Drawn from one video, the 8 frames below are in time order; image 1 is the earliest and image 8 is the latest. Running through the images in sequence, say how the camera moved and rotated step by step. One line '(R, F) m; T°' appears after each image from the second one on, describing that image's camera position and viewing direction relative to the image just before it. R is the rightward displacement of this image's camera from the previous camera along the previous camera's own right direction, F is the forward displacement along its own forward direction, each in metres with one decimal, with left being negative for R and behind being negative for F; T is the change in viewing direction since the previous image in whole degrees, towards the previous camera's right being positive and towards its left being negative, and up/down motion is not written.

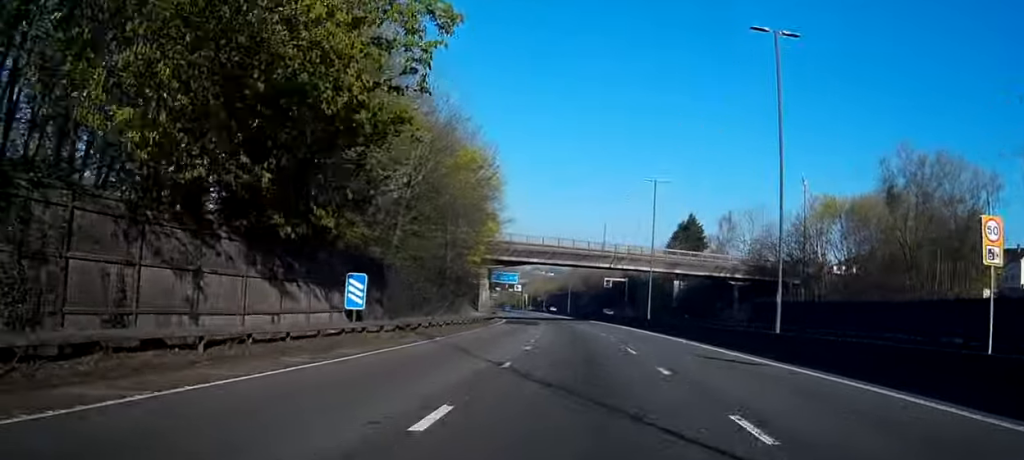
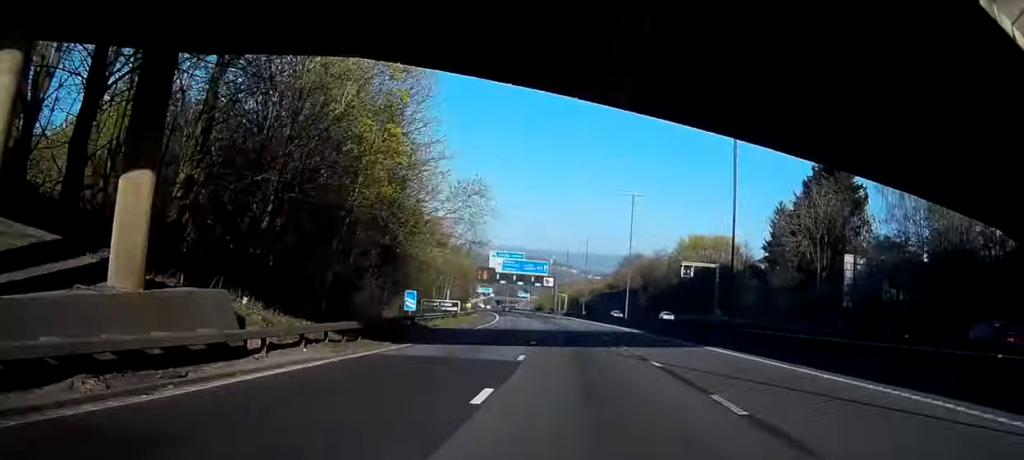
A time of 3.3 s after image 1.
(-2.6, +66.3) m; -4°
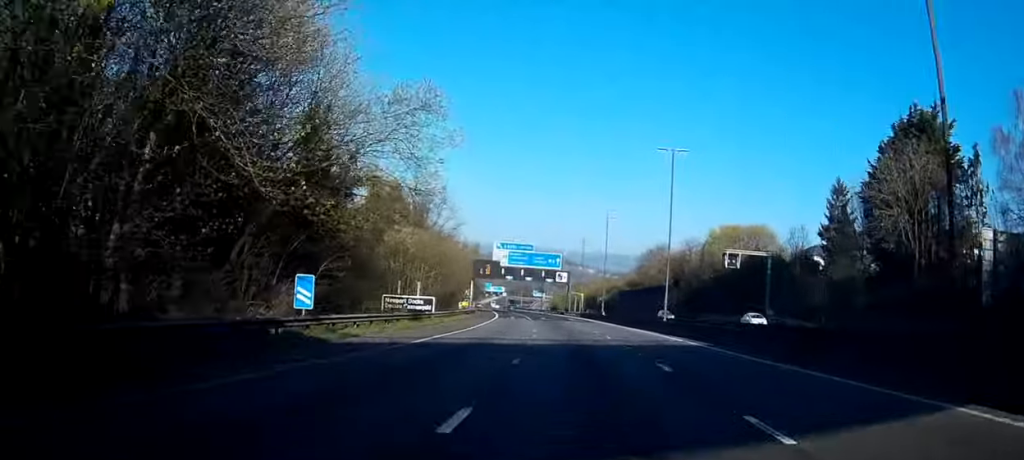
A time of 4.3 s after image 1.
(-0.3, +21.5) m; -1°
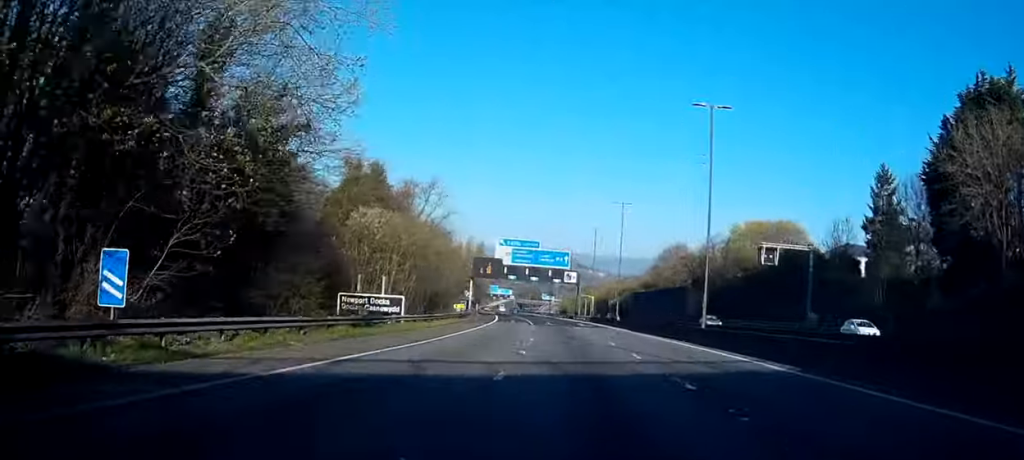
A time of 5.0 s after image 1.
(+0.1, +13.0) m; -1°
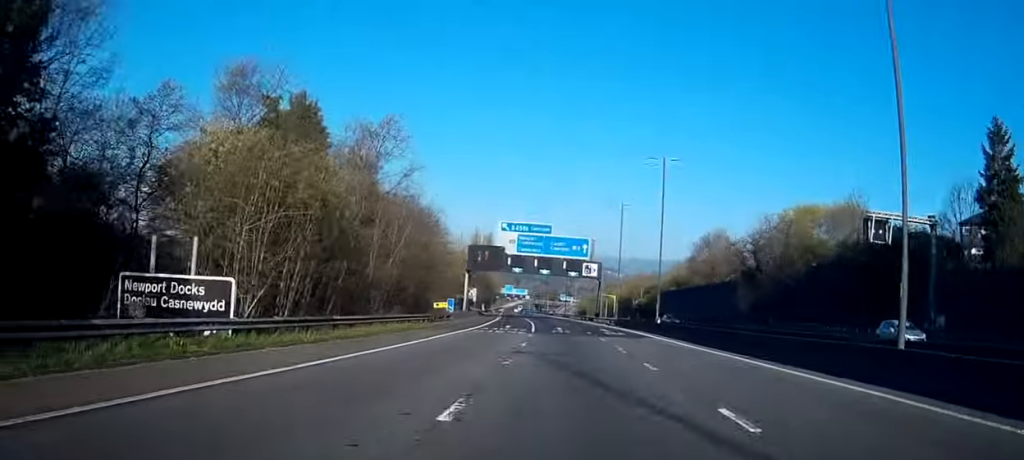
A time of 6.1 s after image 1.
(-0.3, +25.1) m; -2°
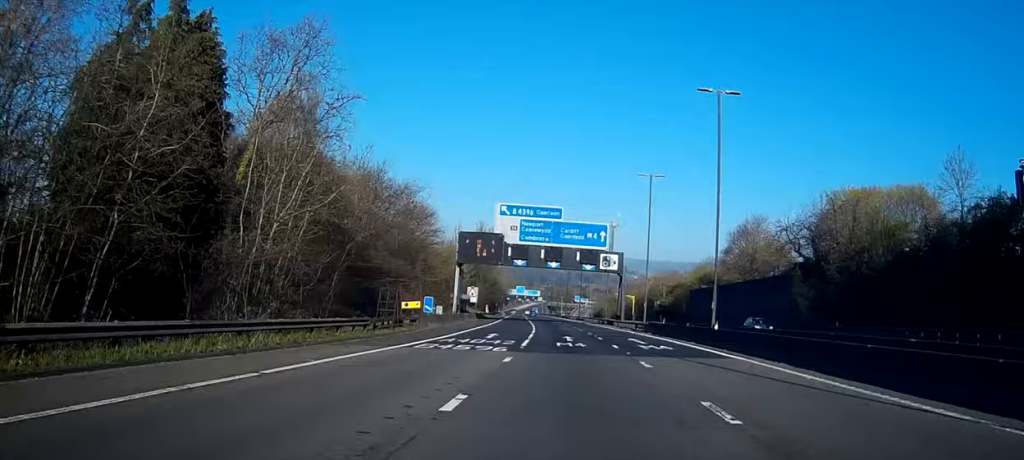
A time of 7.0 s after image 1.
(-0.3, +18.2) m; -2°
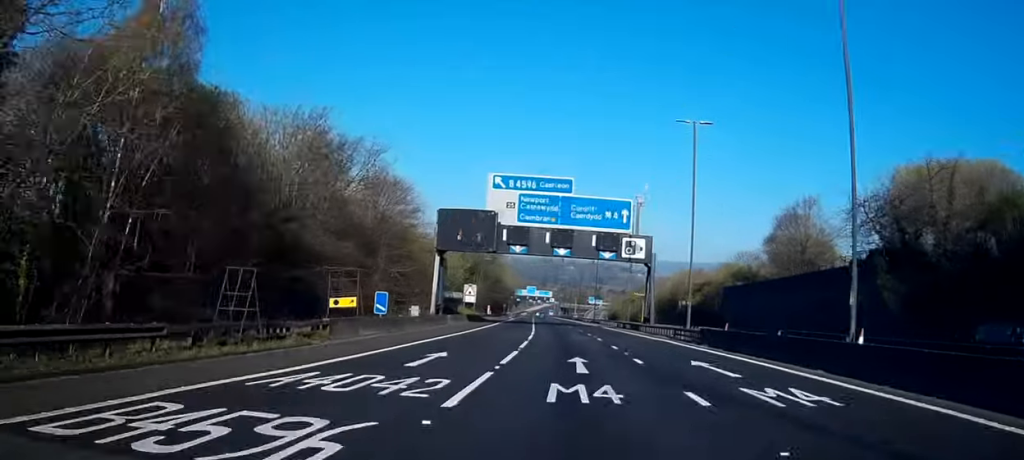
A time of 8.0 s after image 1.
(-0.3, +17.9) m; -1°
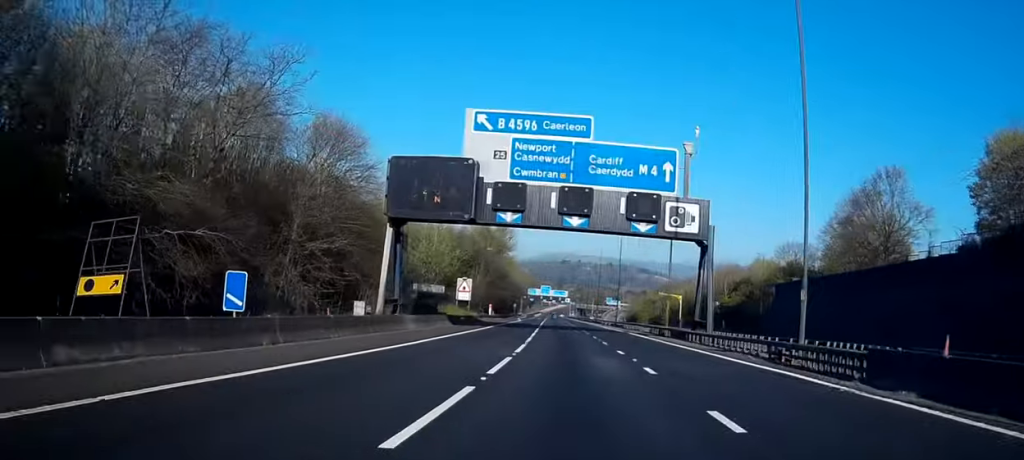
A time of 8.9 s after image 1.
(0.0, +20.0) m; -1°
